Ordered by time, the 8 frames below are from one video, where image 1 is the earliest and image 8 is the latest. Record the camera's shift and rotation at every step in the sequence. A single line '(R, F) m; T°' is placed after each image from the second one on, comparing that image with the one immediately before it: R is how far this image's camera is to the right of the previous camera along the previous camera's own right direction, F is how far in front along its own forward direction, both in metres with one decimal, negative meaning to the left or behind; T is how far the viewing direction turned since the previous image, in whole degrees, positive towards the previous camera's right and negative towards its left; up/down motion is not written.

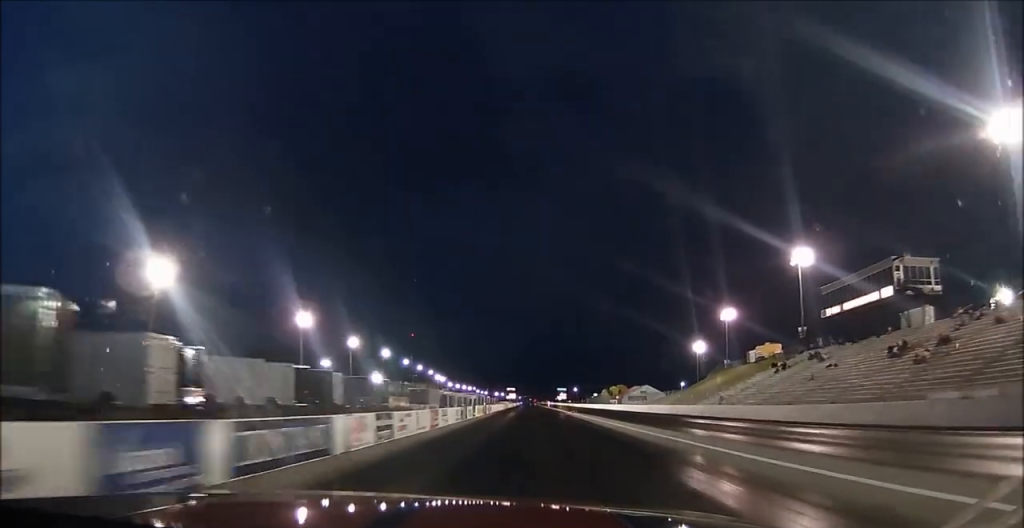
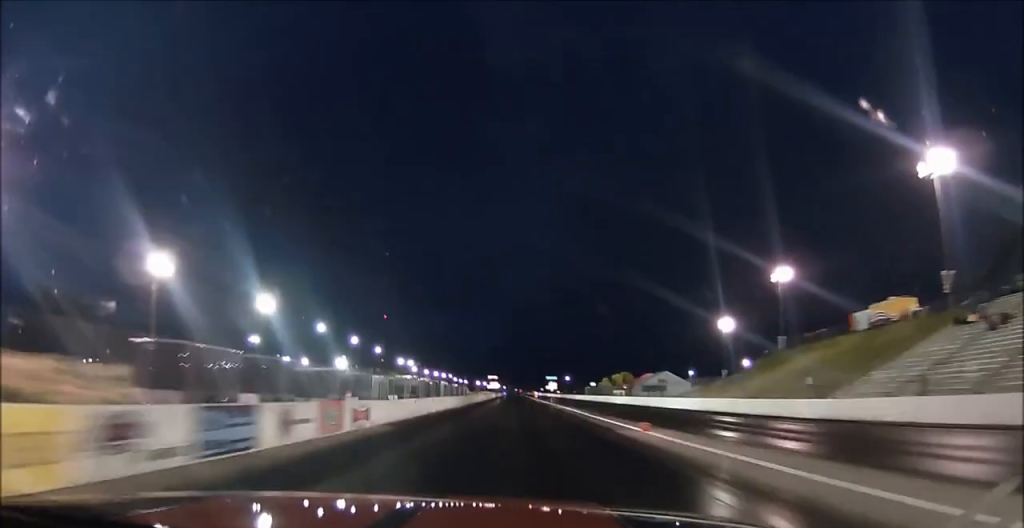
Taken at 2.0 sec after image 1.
(+1.2, +55.8) m; +1°
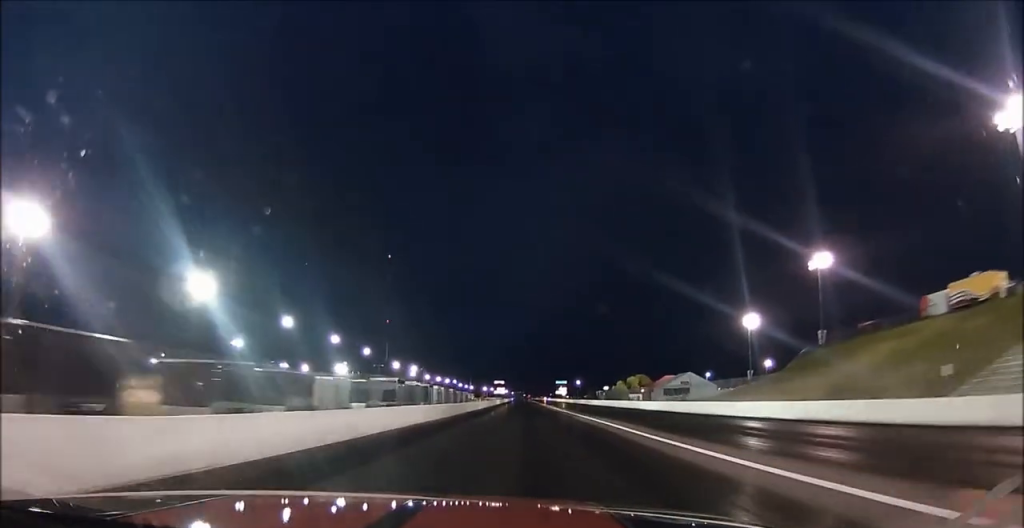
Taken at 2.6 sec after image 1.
(-0.1, +18.0) m; -1°
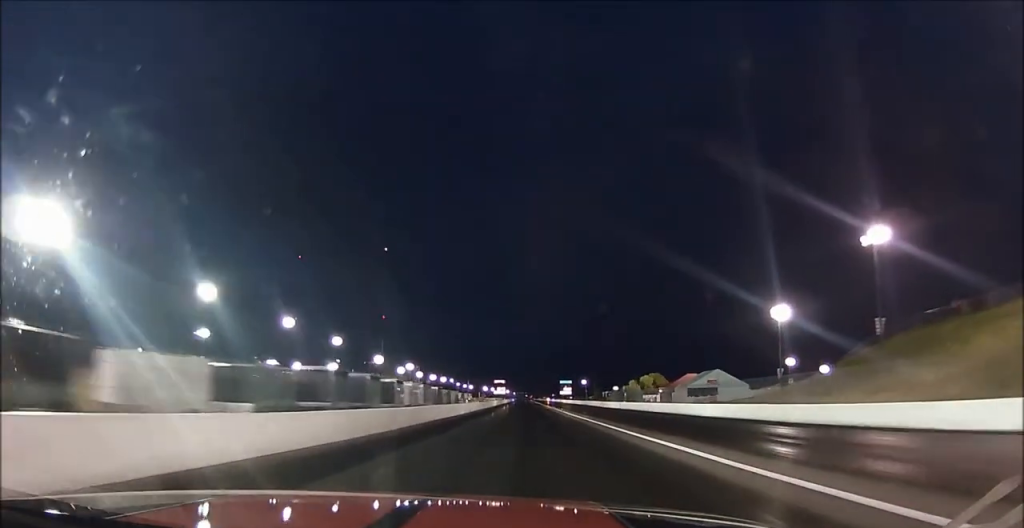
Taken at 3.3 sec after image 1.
(-0.5, +22.6) m; -1°
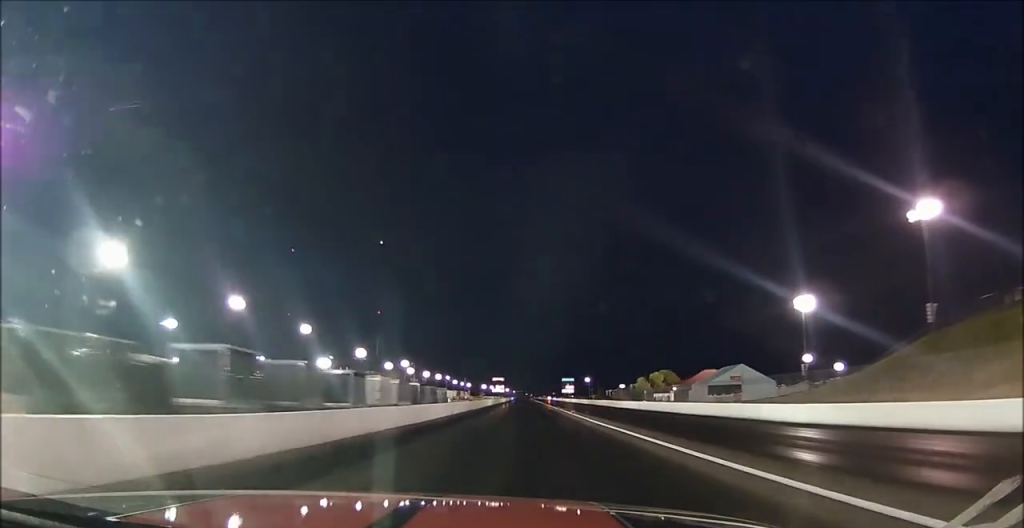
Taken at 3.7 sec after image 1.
(0.0, +16.1) m; 0°
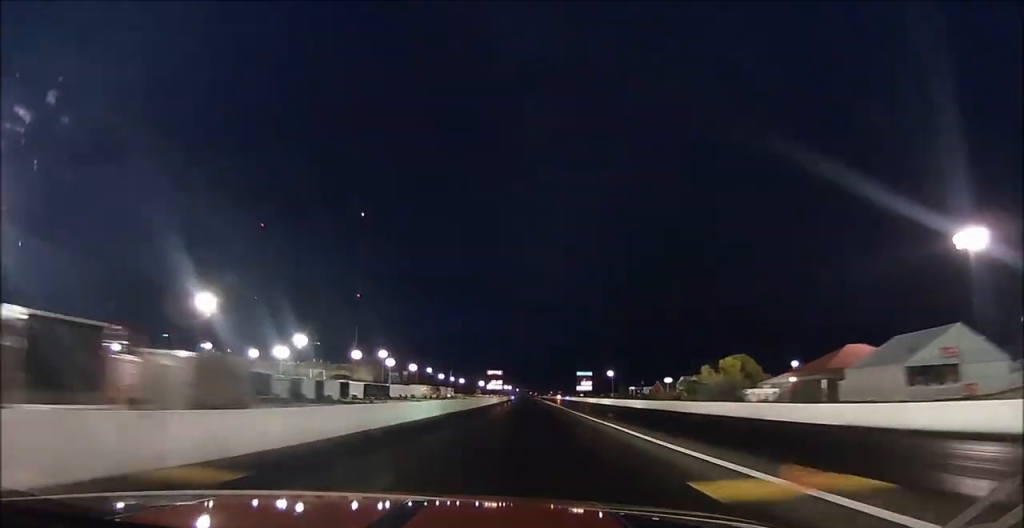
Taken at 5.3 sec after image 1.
(+0.6, +63.7) m; +1°
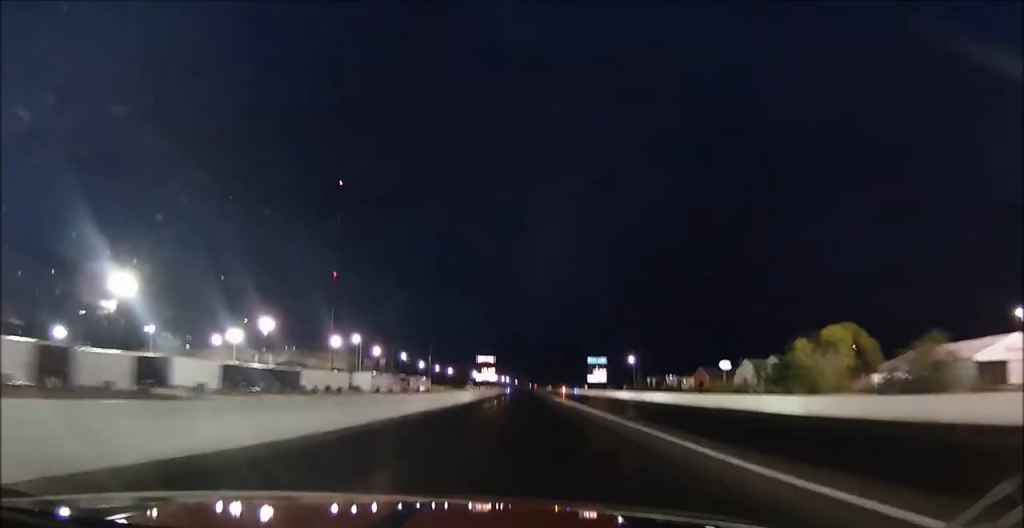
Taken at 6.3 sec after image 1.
(-0.1, +42.8) m; 0°
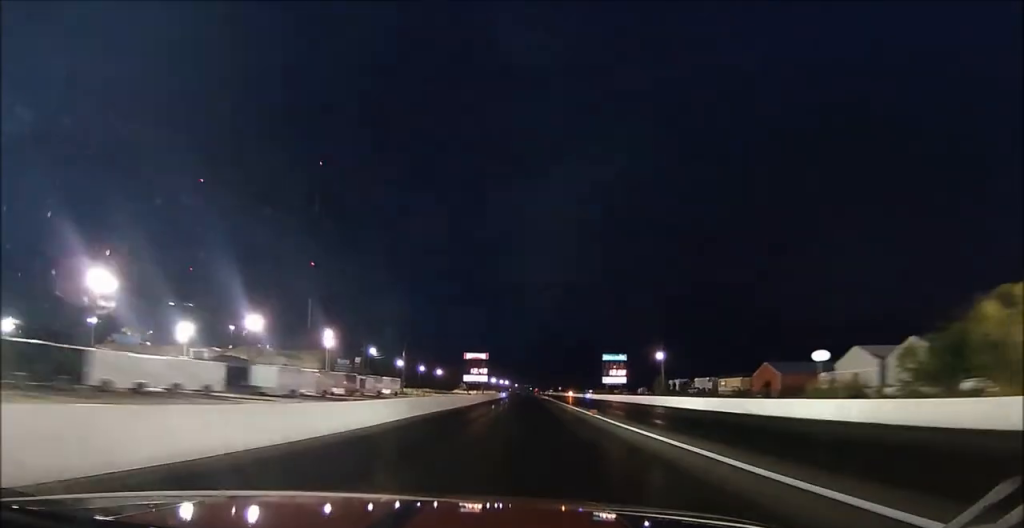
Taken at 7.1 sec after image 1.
(-0.1, +35.0) m; 0°
